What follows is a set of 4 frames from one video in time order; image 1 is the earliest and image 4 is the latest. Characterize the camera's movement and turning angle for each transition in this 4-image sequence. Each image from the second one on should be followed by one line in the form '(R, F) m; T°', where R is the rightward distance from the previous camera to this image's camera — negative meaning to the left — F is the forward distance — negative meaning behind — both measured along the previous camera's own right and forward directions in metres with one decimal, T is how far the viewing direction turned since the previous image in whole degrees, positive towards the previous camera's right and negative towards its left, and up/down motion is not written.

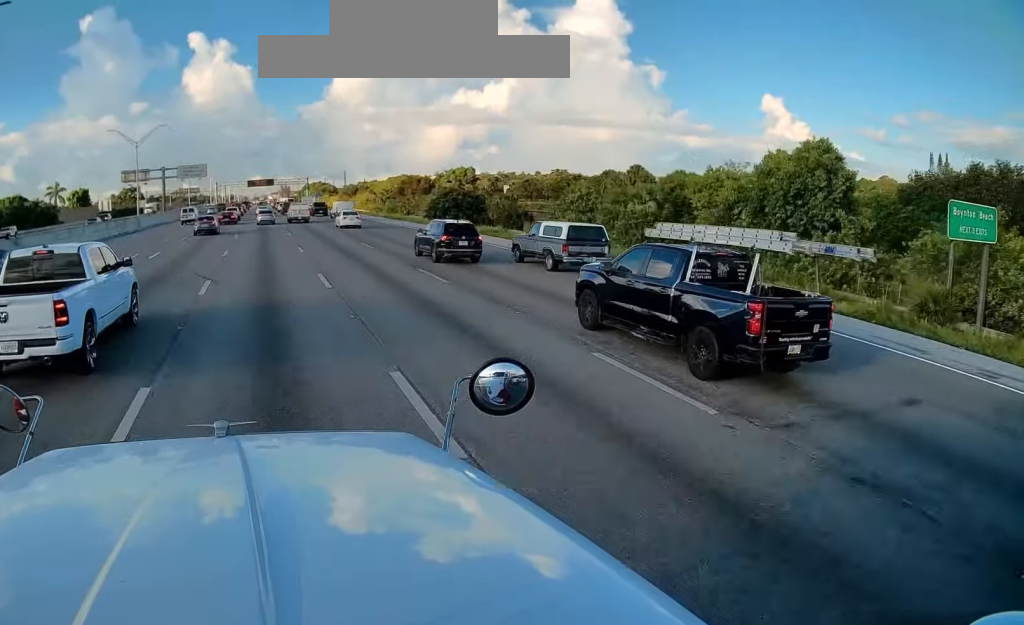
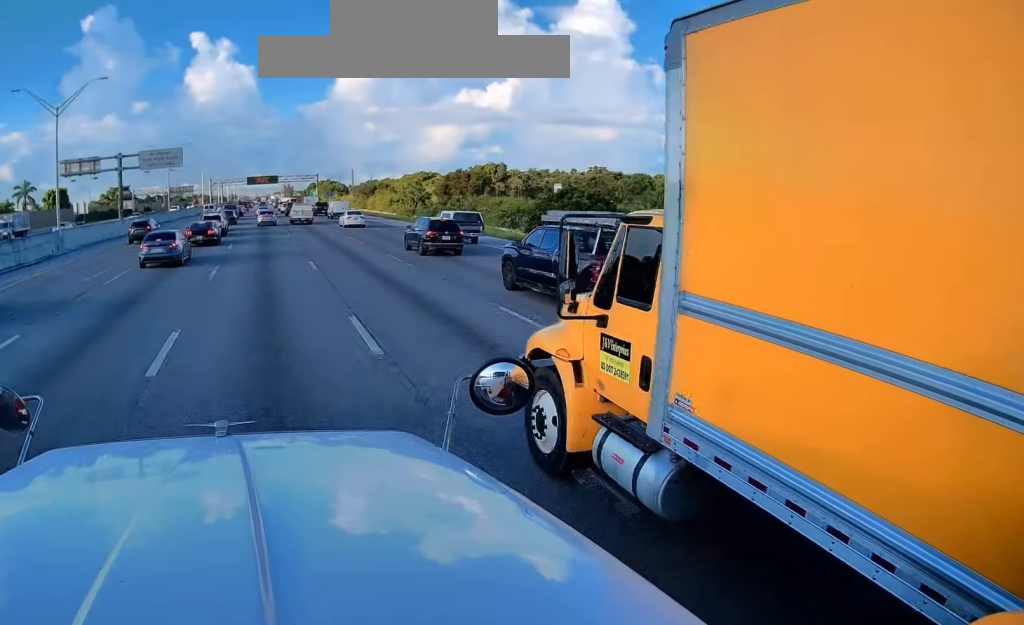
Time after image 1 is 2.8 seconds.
(0.0, +32.2) m; 0°
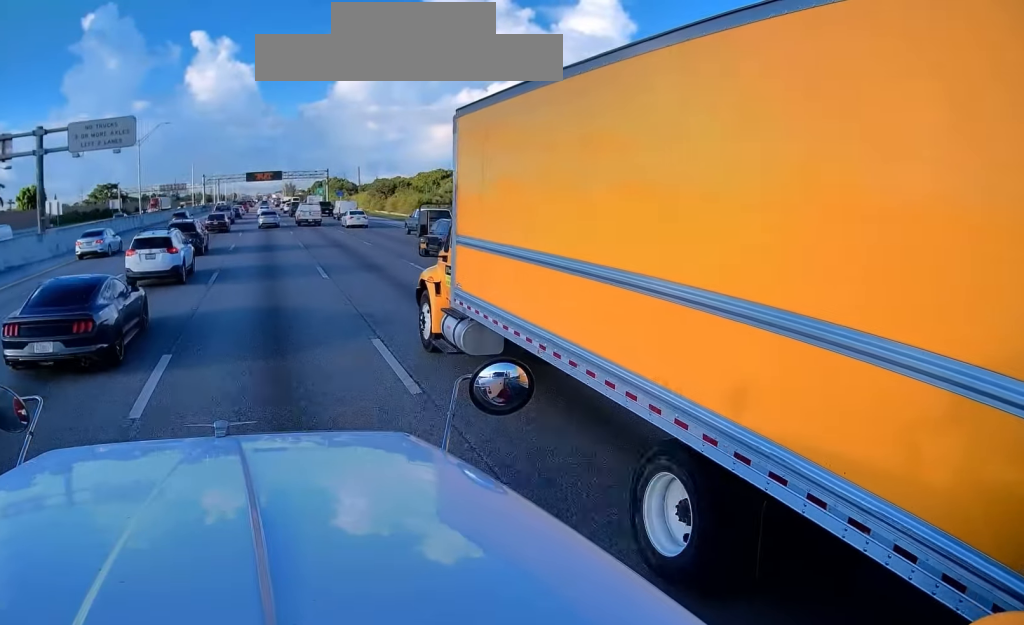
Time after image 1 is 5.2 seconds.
(0.0, +28.1) m; 0°
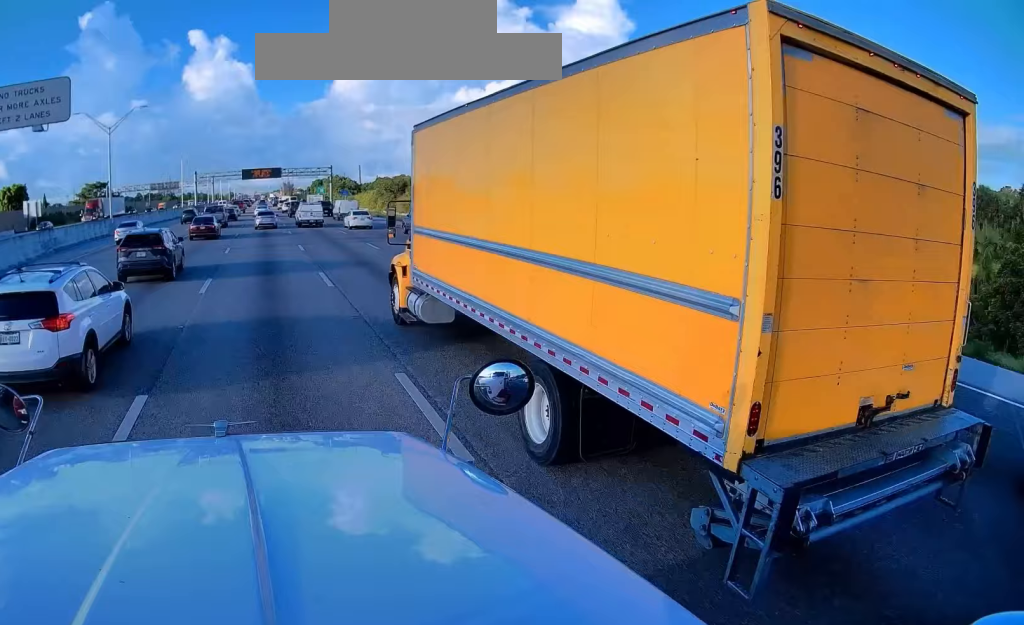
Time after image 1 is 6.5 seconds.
(0.0, +14.7) m; 0°
